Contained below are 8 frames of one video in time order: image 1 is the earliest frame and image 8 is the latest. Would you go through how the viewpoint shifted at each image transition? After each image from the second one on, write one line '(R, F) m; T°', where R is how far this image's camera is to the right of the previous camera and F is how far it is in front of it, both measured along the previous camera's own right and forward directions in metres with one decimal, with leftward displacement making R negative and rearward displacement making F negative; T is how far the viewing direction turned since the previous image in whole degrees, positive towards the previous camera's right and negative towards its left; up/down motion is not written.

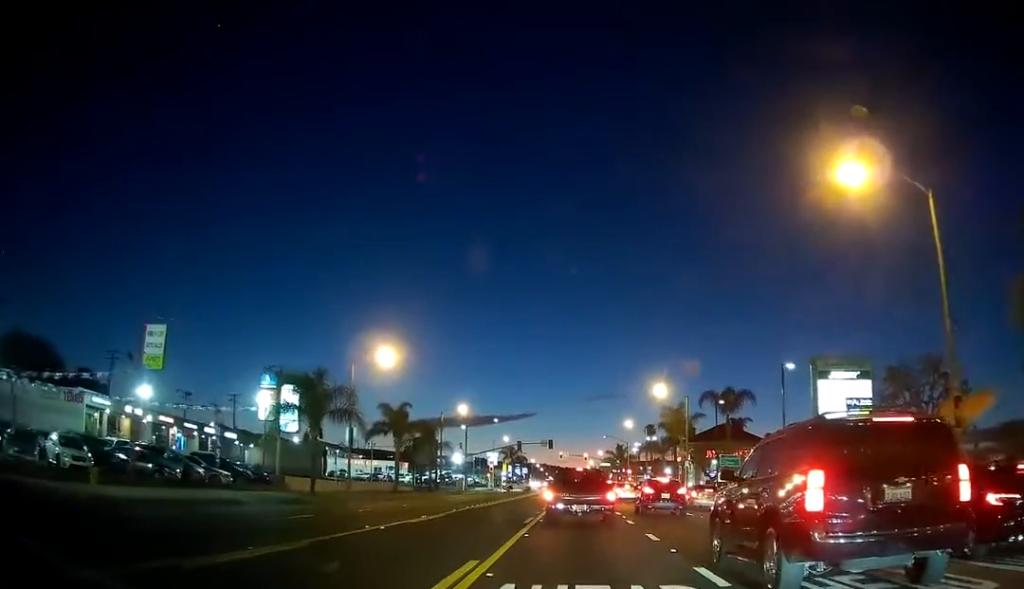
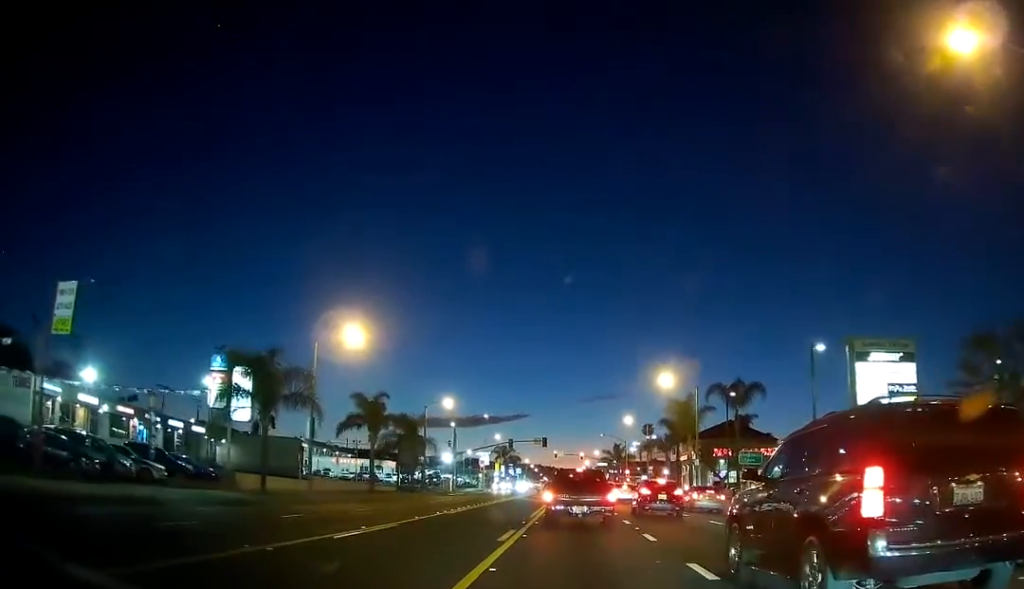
(0.0, +7.6) m; +2°
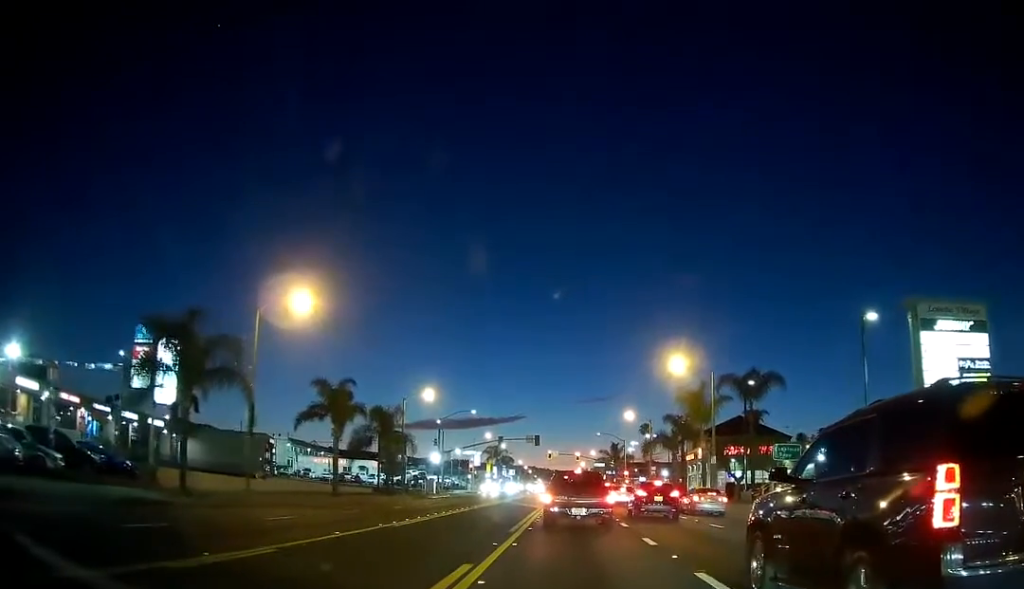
(+0.3, +9.0) m; +1°
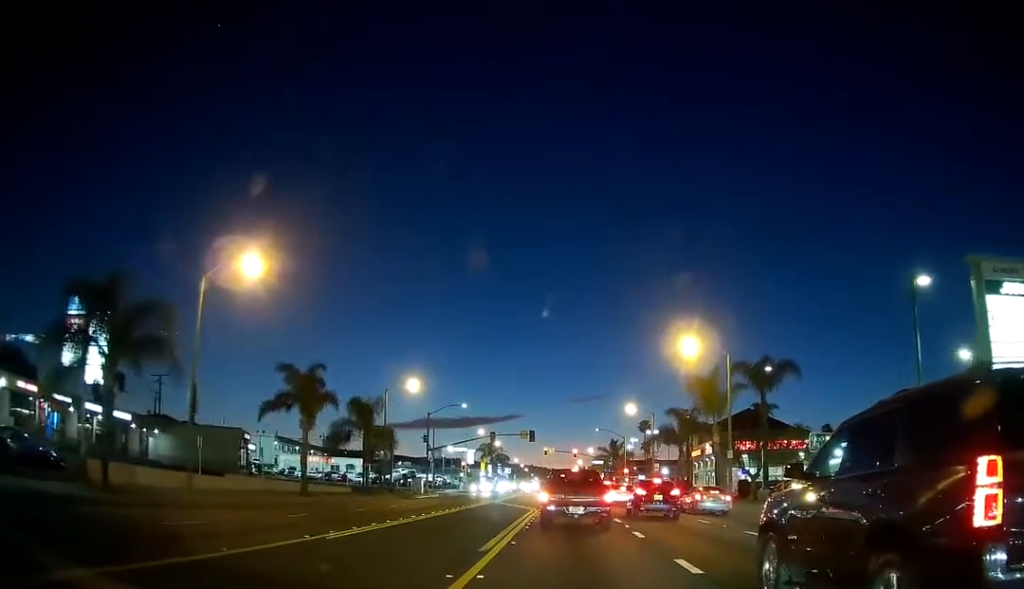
(-0.1, +6.1) m; -2°
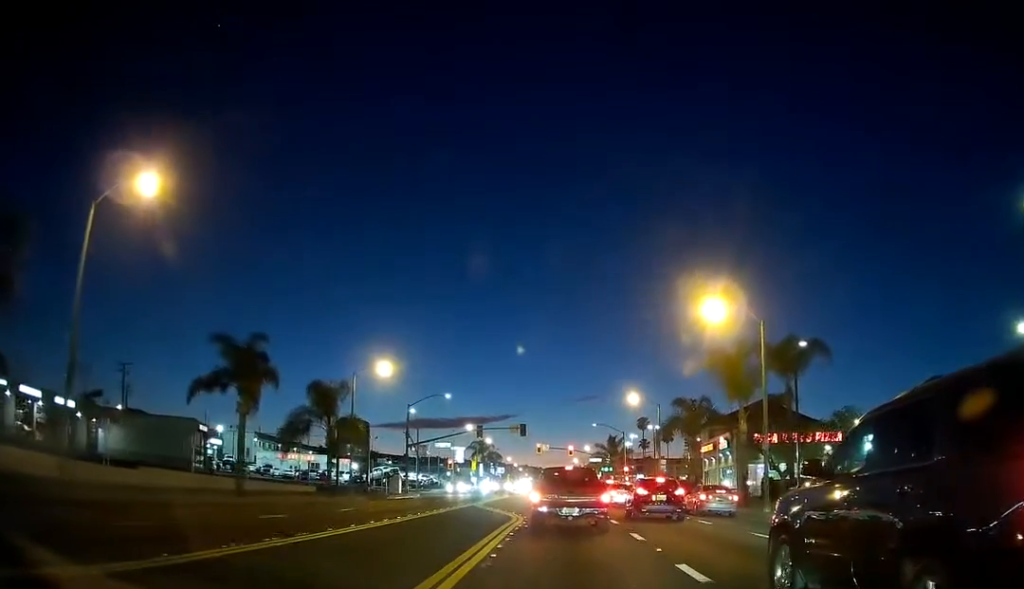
(-0.2, +9.0) m; +2°
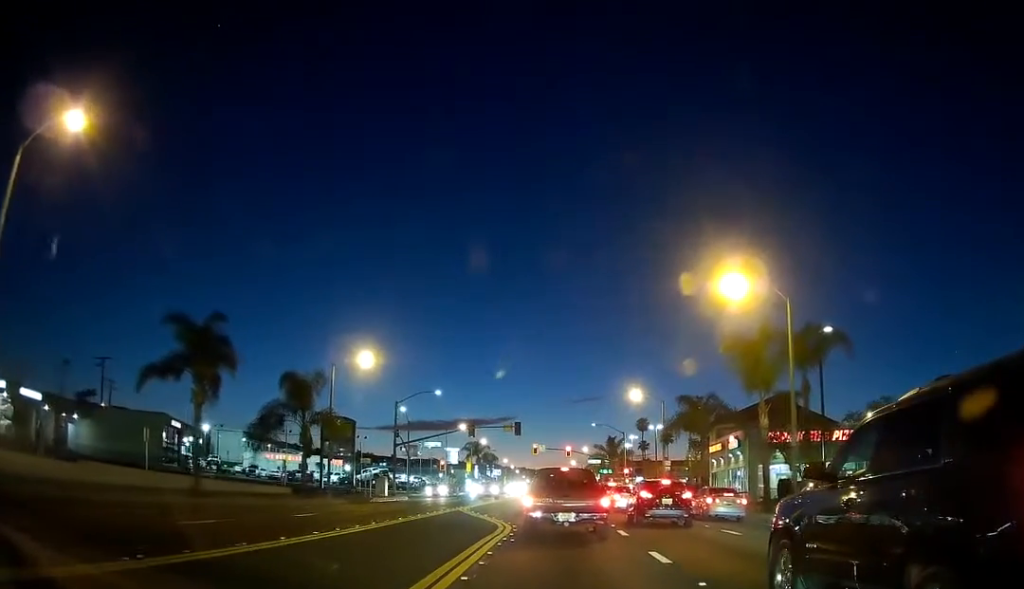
(+0.3, +4.8) m; 0°
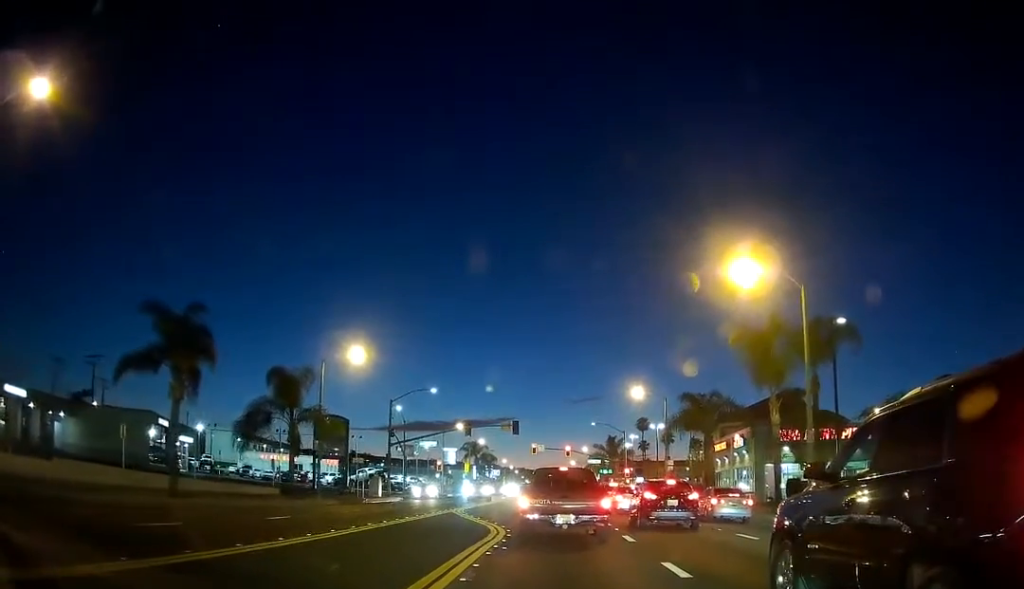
(-0.1, +2.0) m; -1°
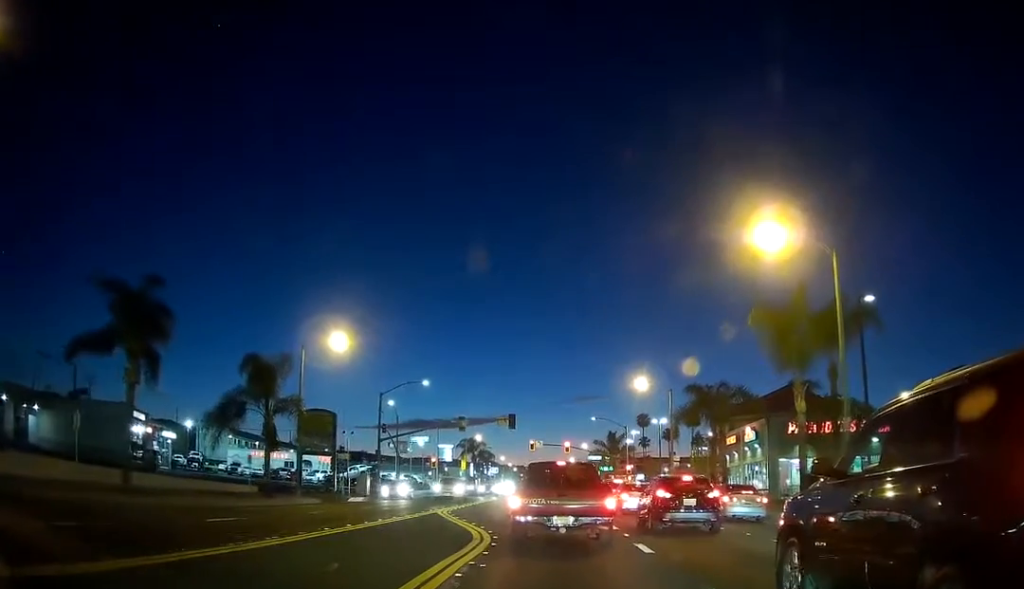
(-0.1, +3.8) m; -2°
